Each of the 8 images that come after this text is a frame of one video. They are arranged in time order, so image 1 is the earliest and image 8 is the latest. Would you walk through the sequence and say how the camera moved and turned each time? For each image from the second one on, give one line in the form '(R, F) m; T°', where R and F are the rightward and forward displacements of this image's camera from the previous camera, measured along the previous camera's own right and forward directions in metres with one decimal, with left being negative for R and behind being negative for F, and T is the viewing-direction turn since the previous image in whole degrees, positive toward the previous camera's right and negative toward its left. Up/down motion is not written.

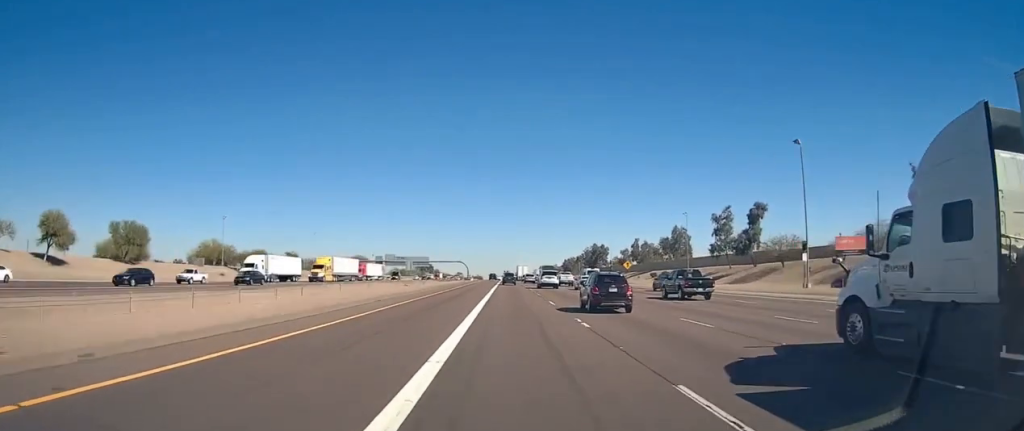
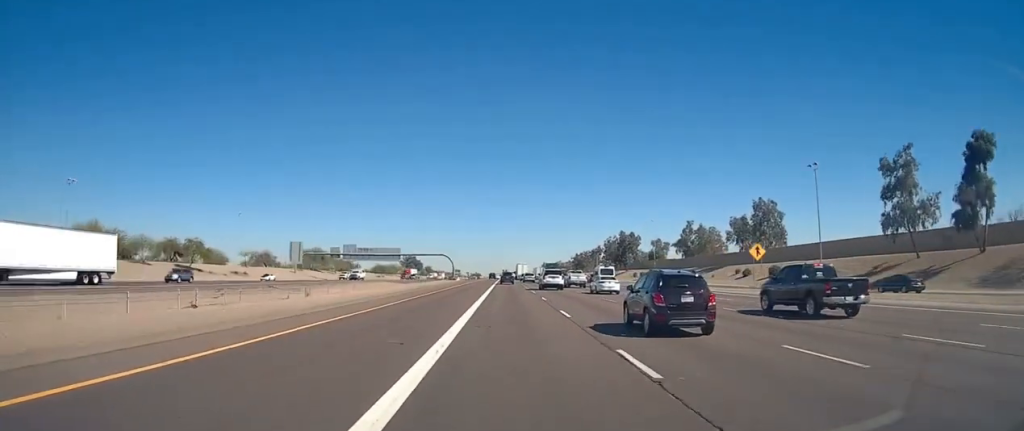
(0.0, +52.3) m; 0°
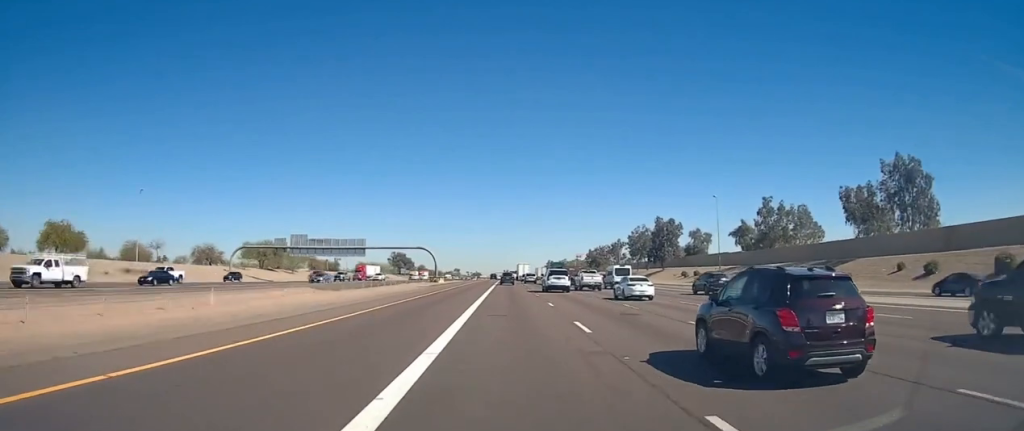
(0.0, +34.3) m; 0°
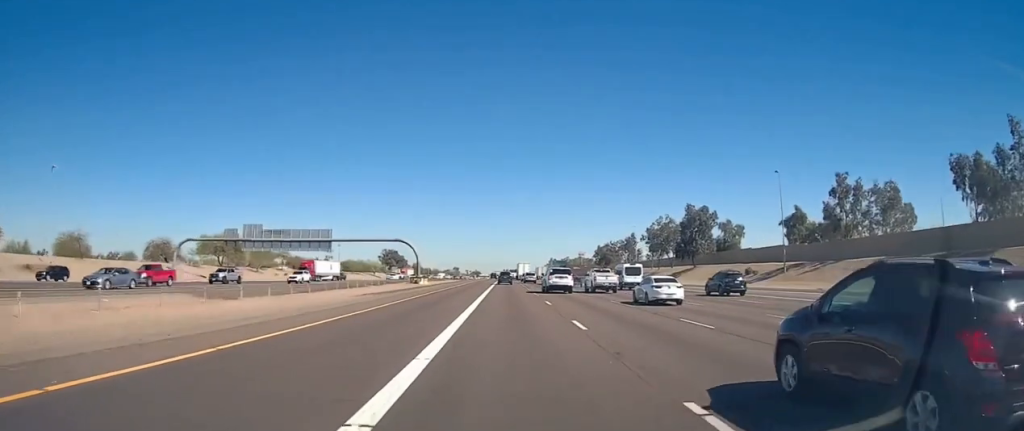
(0.0, +19.6) m; 0°
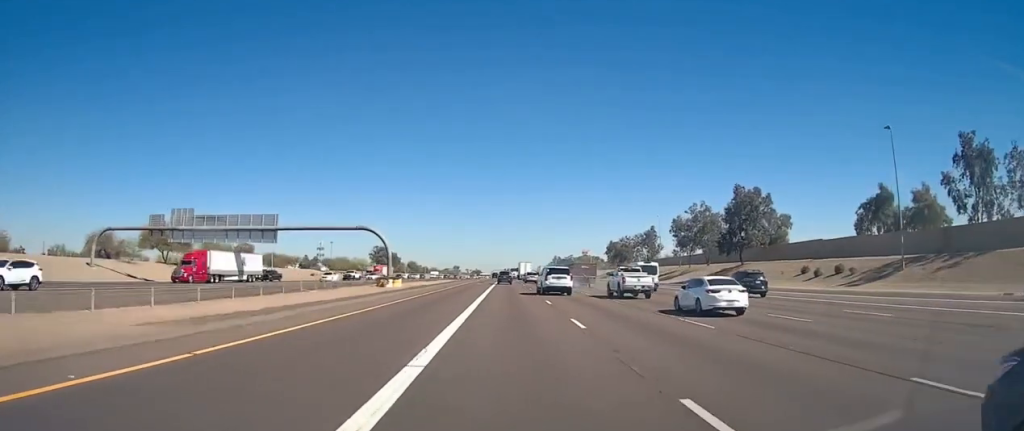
(0.0, +21.6) m; 0°
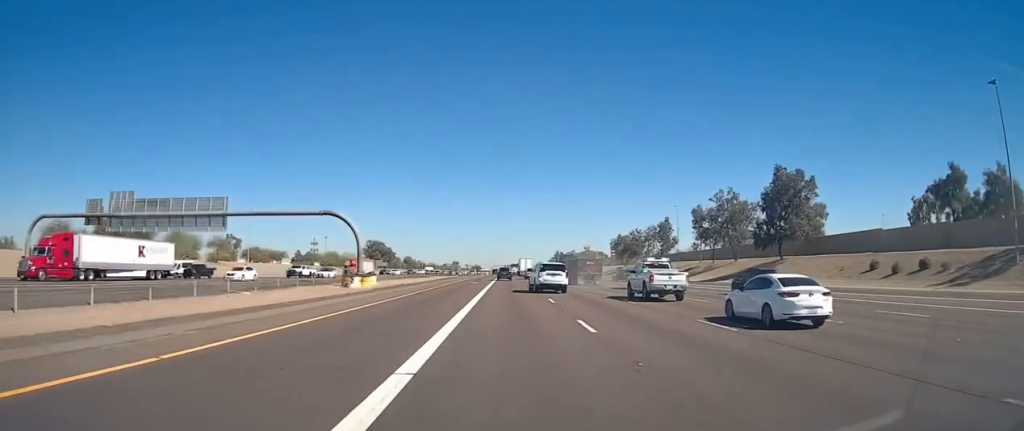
(0.0, +13.6) m; 0°
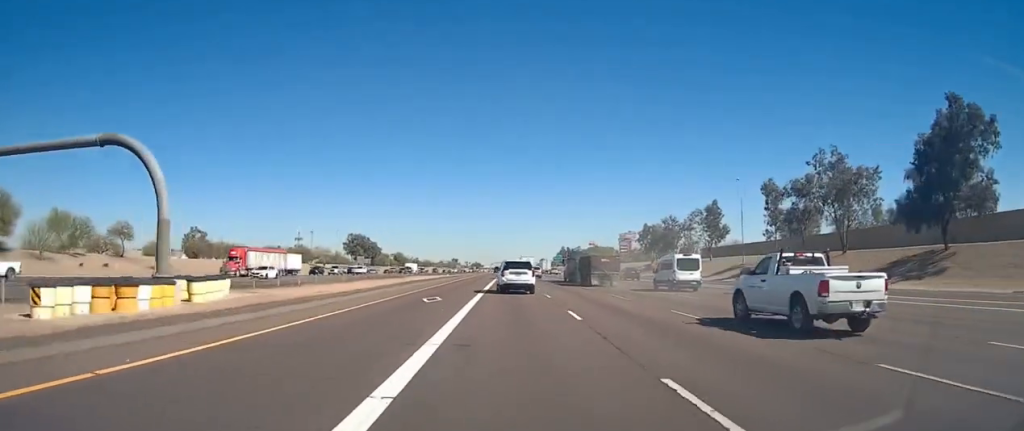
(-0.1, +35.7) m; 0°
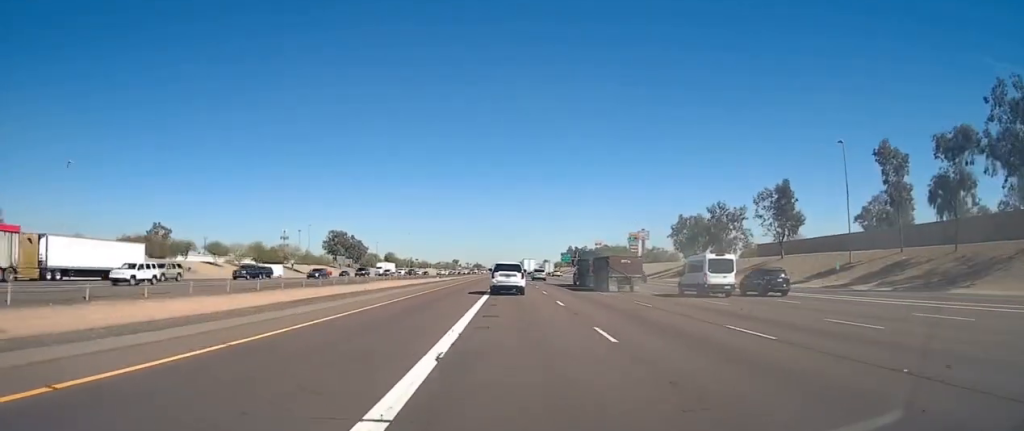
(+0.1, +33.1) m; 0°
